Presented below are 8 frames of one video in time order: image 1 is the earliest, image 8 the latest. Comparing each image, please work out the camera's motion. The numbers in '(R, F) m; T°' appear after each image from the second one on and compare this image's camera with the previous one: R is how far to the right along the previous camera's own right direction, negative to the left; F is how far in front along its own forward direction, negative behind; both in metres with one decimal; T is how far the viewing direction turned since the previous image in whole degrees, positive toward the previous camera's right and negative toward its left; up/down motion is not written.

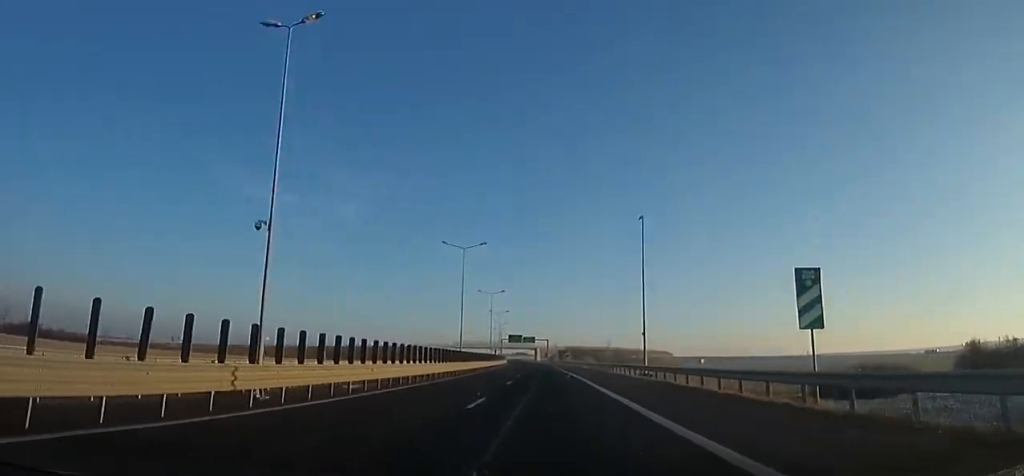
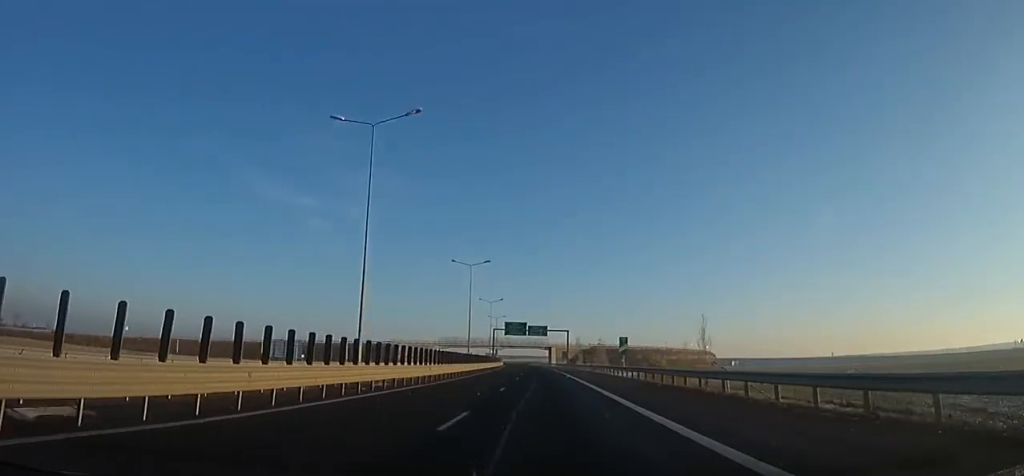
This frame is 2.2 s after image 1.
(0.0, +62.3) m; 0°
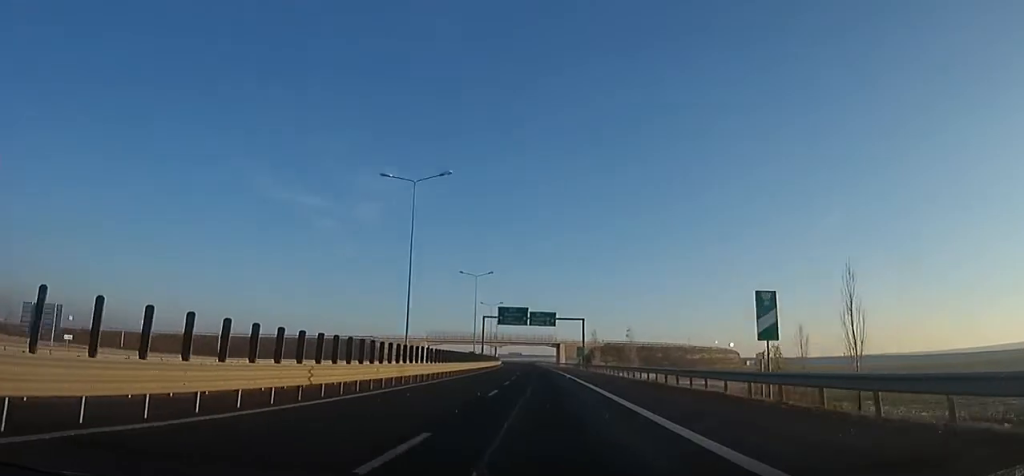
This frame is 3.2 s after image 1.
(+0.2, +26.9) m; -1°
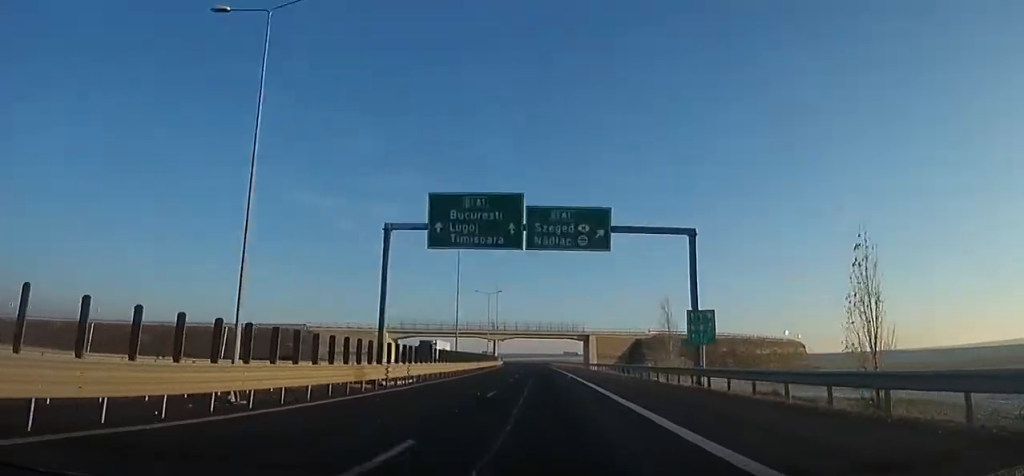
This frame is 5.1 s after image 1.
(-1.1, +52.0) m; -2°
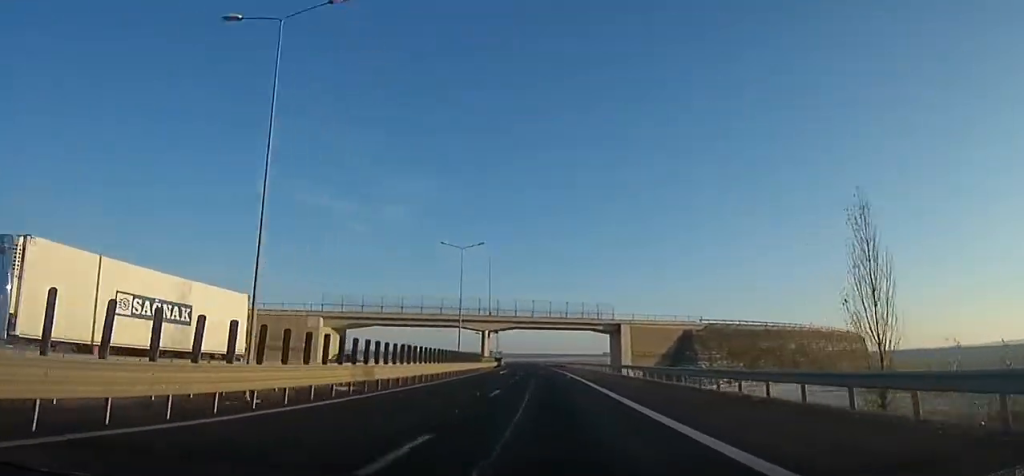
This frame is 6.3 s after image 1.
(-0.5, +34.4) m; -2°
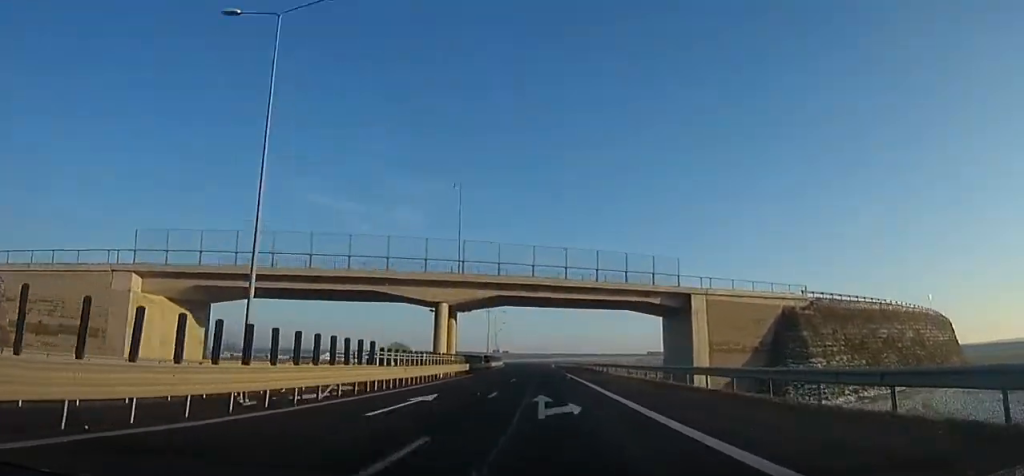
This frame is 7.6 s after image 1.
(0.0, +35.4) m; -2°
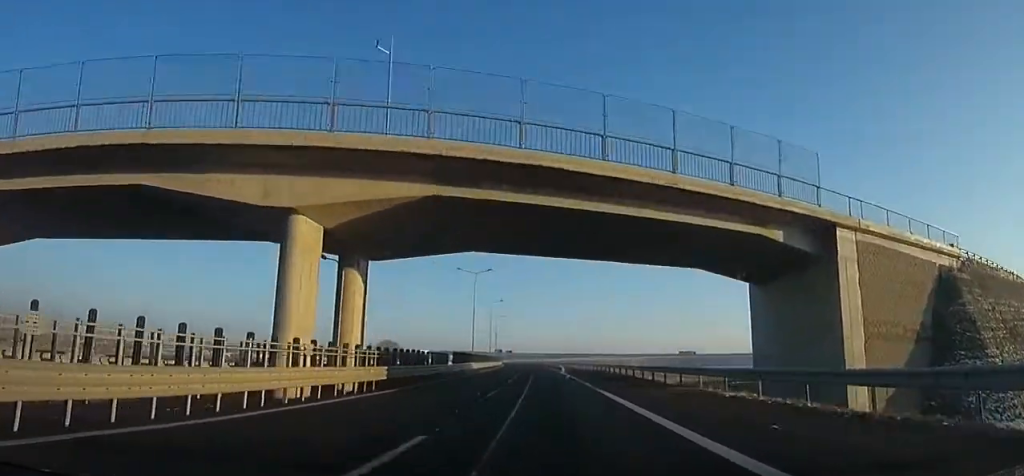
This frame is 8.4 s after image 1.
(-0.7, +23.3) m; -1°
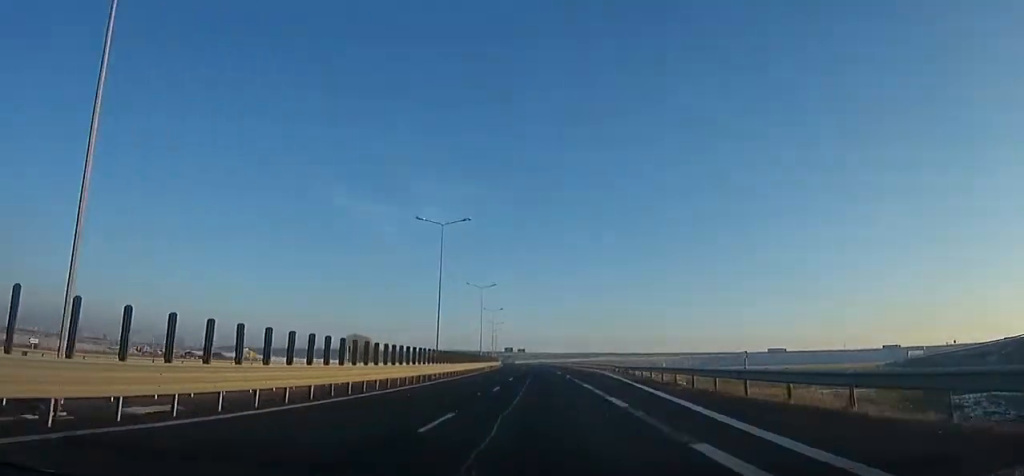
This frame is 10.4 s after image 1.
(-1.4, +55.2) m; -2°
